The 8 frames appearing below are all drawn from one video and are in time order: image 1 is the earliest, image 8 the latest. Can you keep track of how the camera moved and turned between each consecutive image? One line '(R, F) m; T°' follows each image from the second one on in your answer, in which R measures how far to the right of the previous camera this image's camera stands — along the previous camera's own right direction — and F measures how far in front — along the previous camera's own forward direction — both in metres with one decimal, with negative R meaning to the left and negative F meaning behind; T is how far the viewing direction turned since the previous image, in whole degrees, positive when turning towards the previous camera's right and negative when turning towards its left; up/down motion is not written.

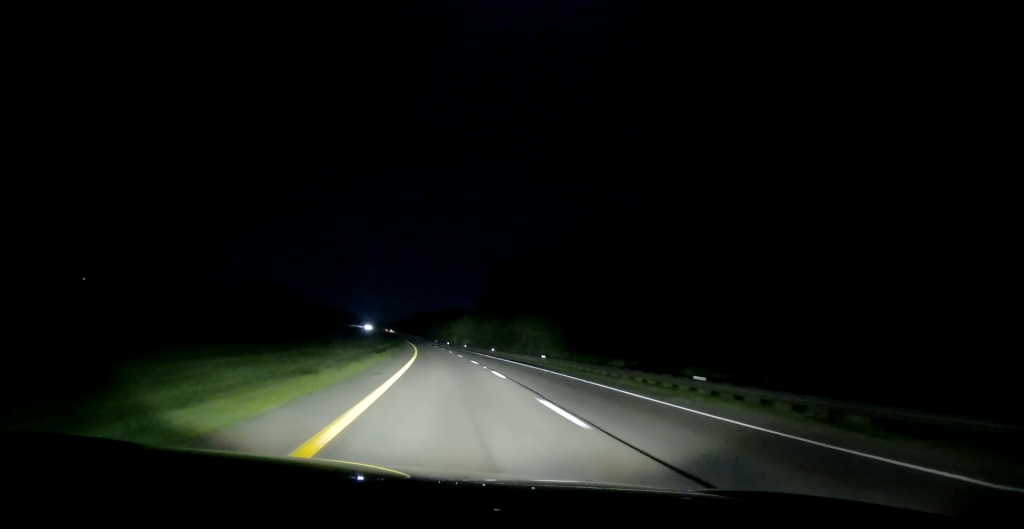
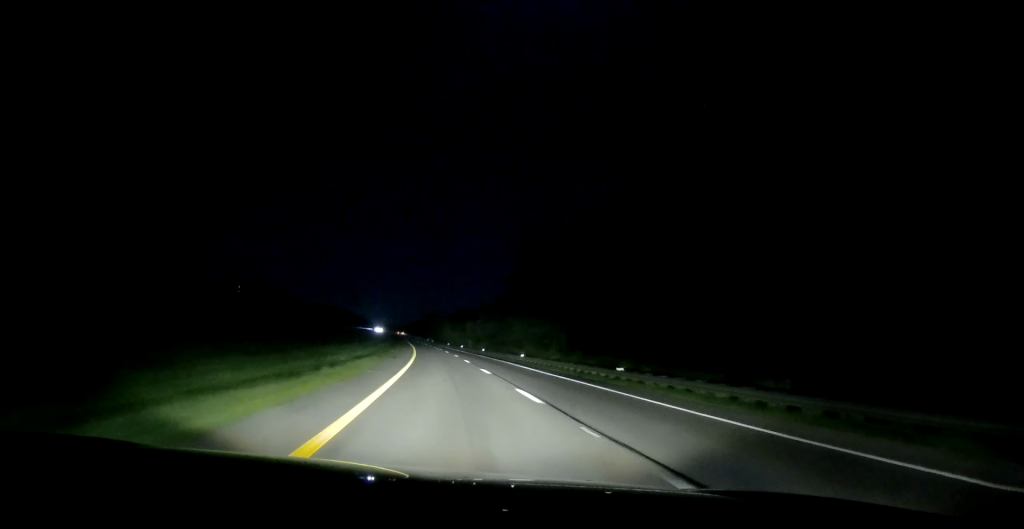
(-0.4, +20.5) m; -2°
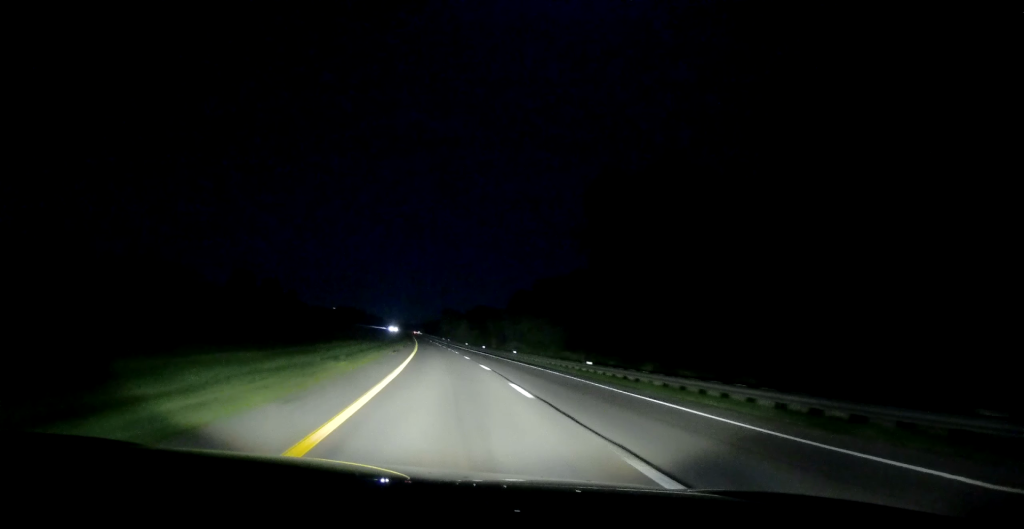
(-0.1, +23.9) m; -2°
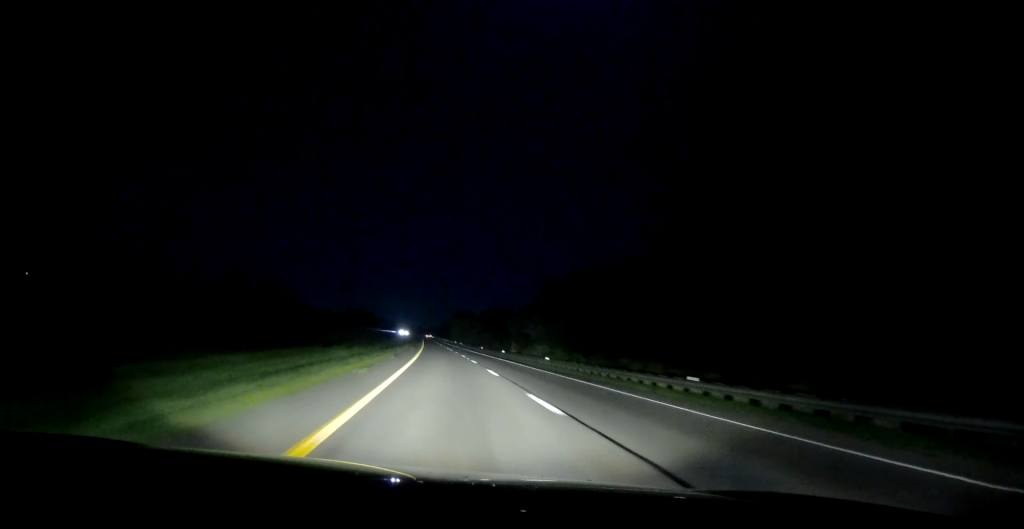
(-0.3, +15.2) m; -1°
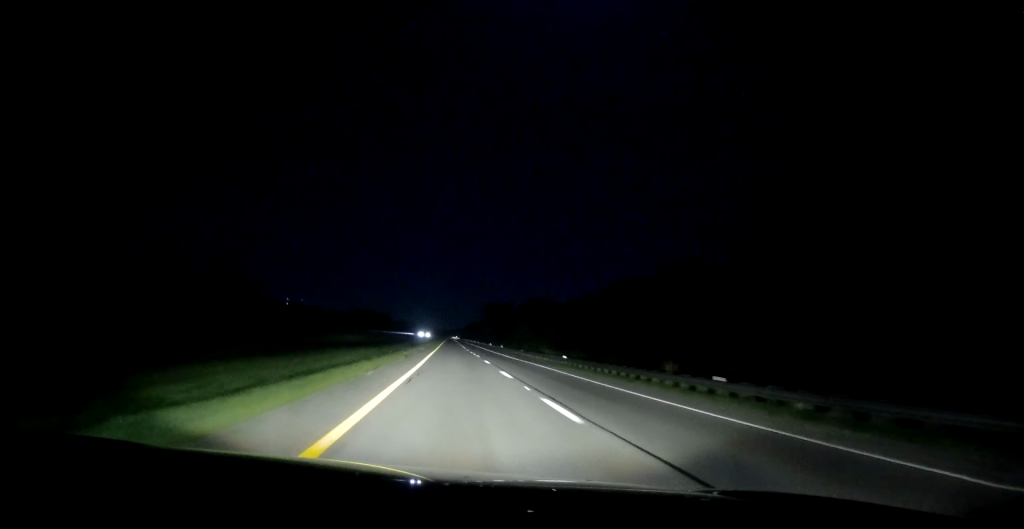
(-2.7, +61.9) m; -3°
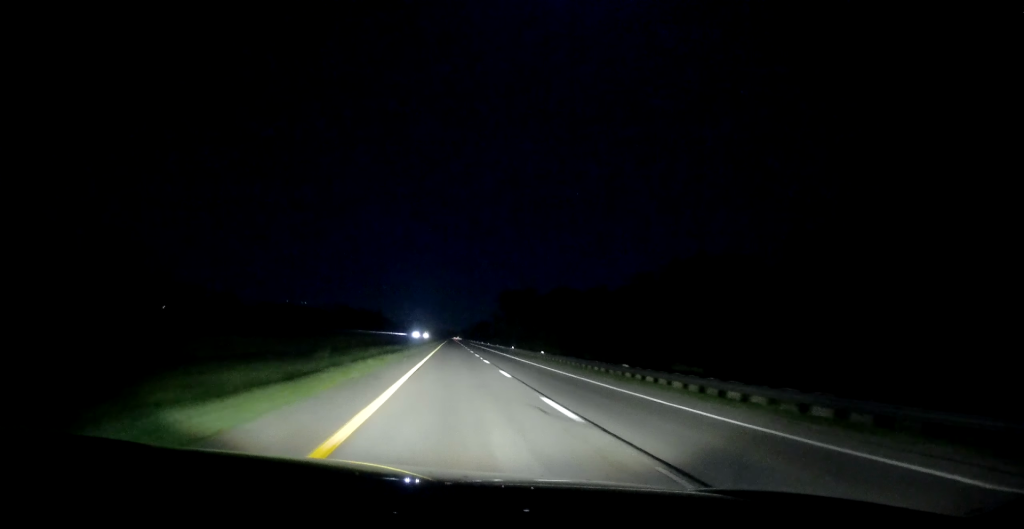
(+0.5, +48.3) m; 0°
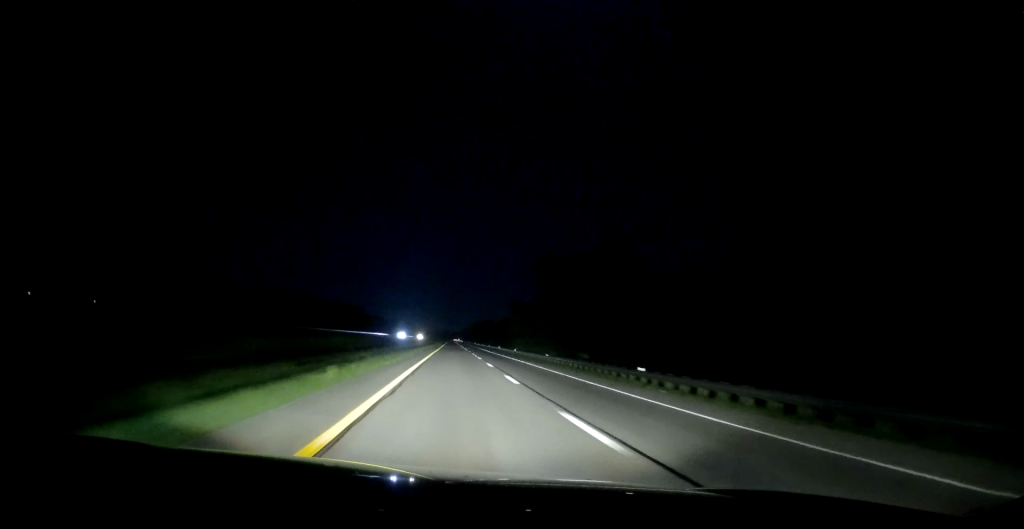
(0.0, +65.5) m; +1°
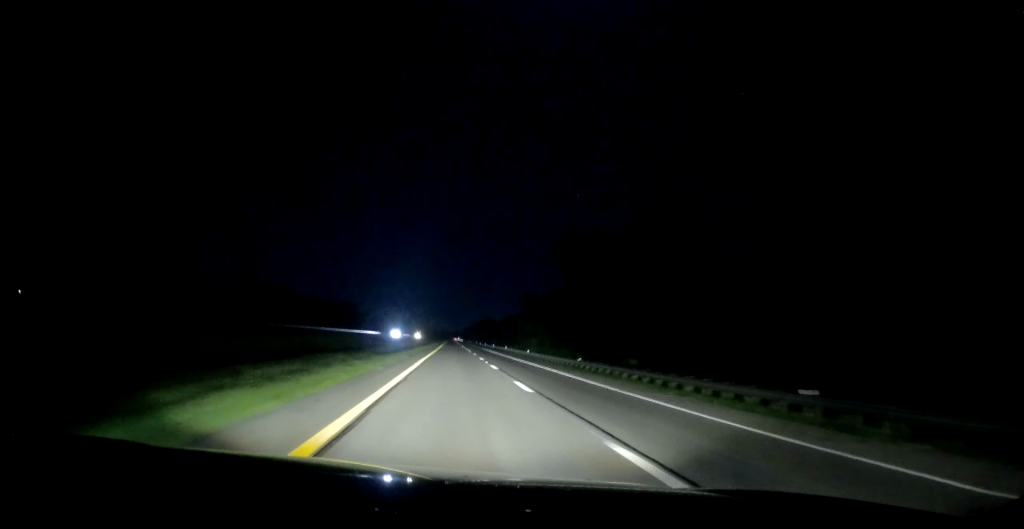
(+0.2, +15.7) m; 0°
